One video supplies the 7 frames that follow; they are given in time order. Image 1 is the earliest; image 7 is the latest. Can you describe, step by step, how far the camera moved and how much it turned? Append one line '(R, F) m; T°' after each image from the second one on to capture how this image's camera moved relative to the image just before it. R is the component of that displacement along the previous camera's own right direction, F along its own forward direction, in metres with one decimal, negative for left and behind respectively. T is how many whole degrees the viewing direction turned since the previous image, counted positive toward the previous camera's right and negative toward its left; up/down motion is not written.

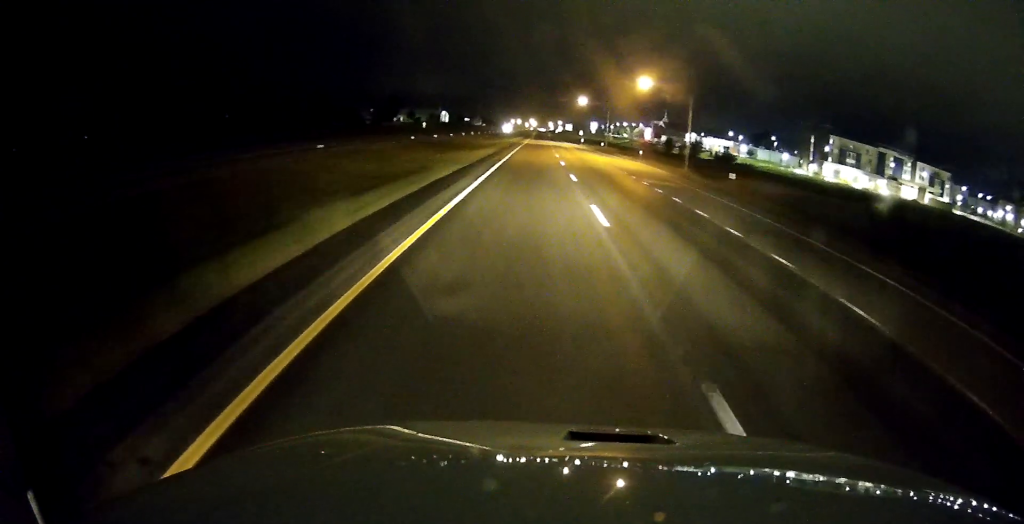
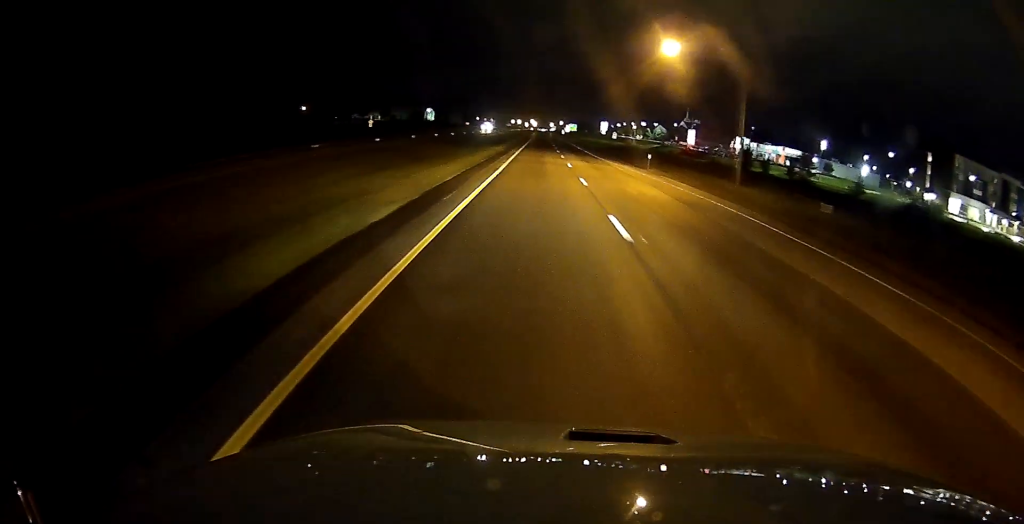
(0.0, +74.7) m; 0°
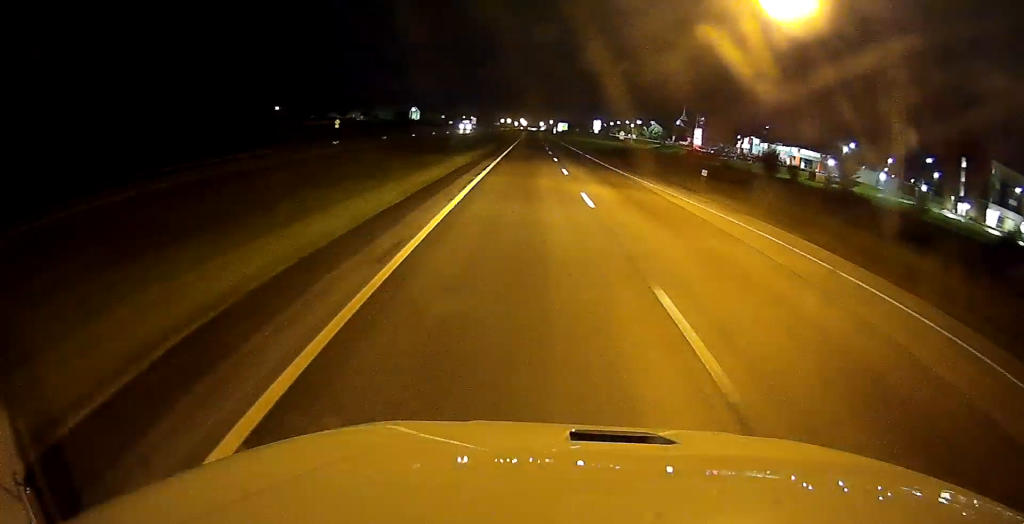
(-0.1, +19.2) m; +1°
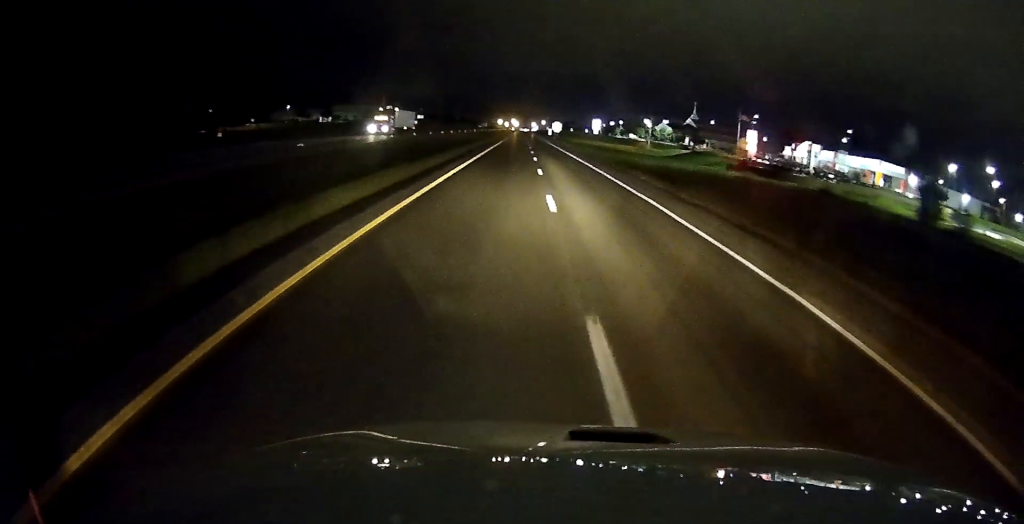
(+0.8, +50.4) m; +1°
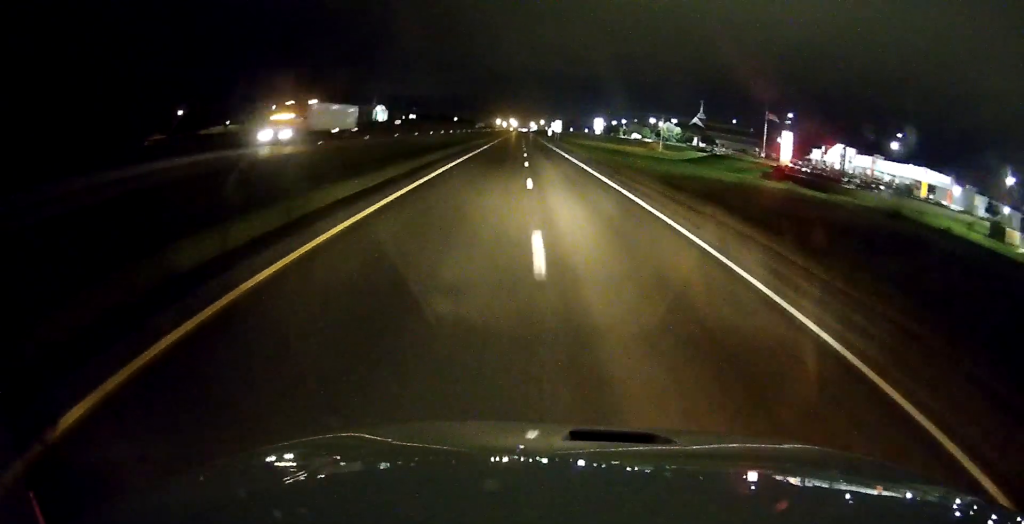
(0.0, +19.1) m; 0°
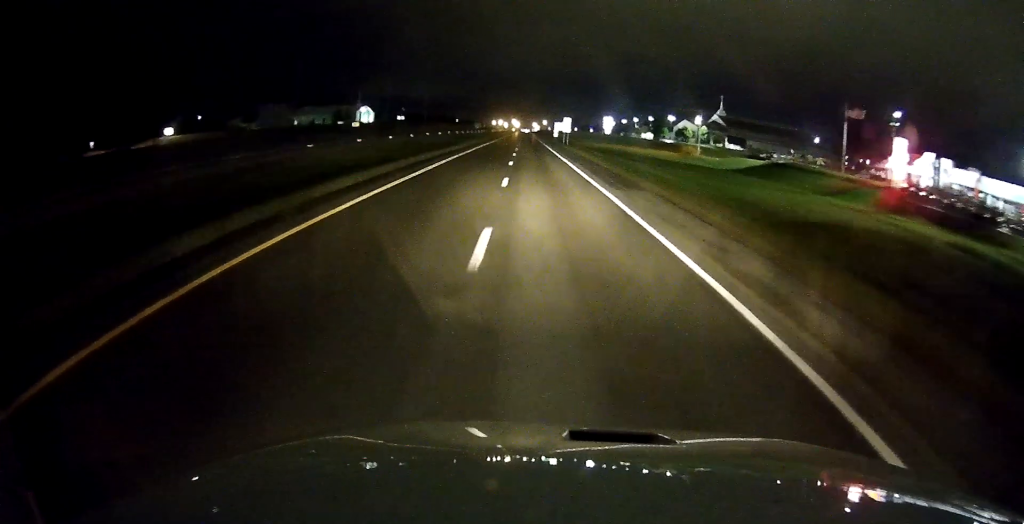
(-0.1, +36.2) m; 0°
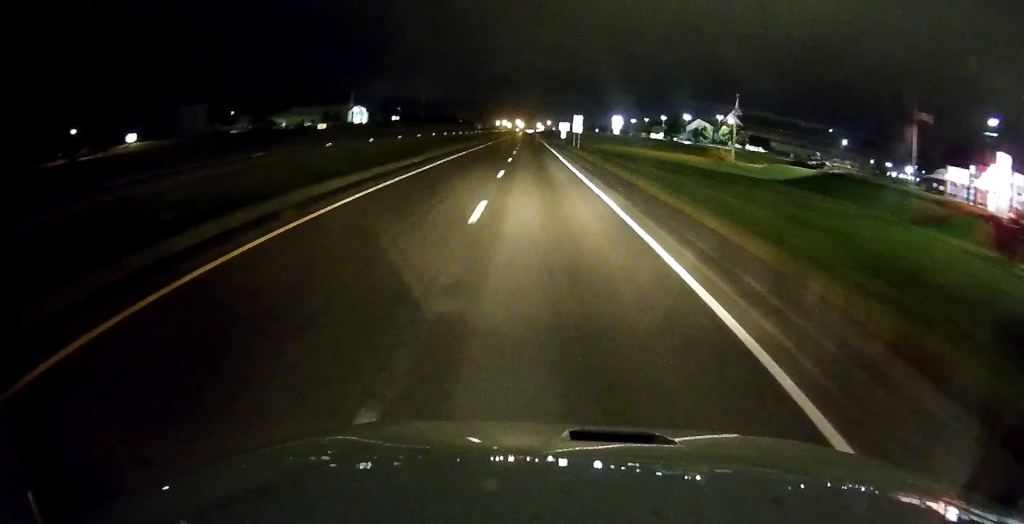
(0.0, +20.1) m; 0°
